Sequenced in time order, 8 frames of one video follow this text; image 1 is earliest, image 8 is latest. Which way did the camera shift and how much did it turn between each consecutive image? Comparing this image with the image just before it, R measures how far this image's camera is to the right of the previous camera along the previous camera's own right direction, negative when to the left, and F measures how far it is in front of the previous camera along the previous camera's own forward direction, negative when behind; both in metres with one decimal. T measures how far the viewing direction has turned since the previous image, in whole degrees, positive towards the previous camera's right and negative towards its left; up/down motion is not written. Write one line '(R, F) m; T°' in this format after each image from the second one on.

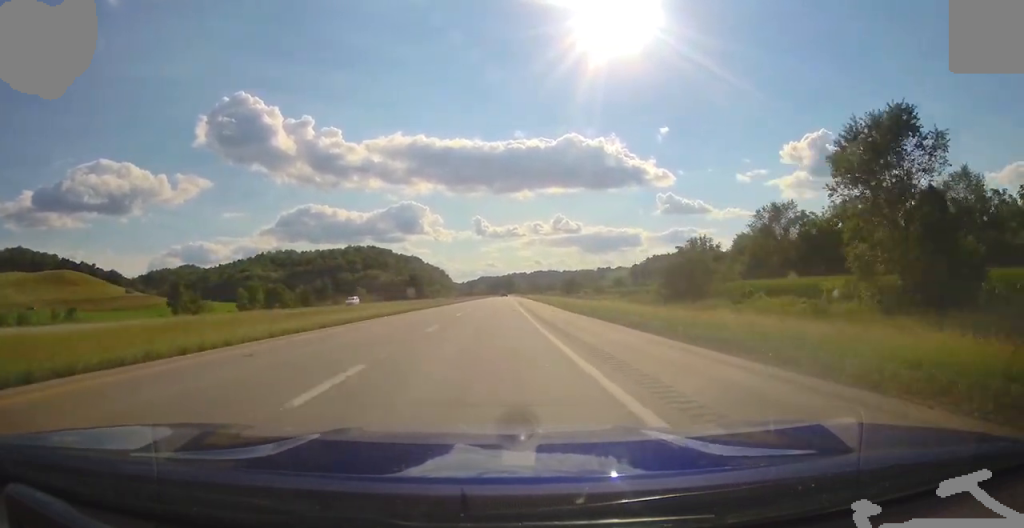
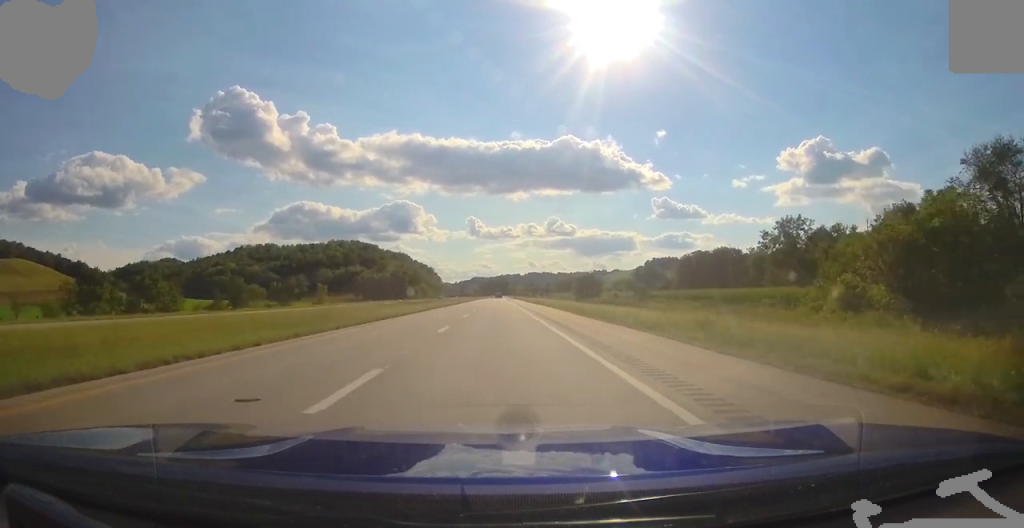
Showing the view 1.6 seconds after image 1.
(+0.8, +49.1) m; +2°
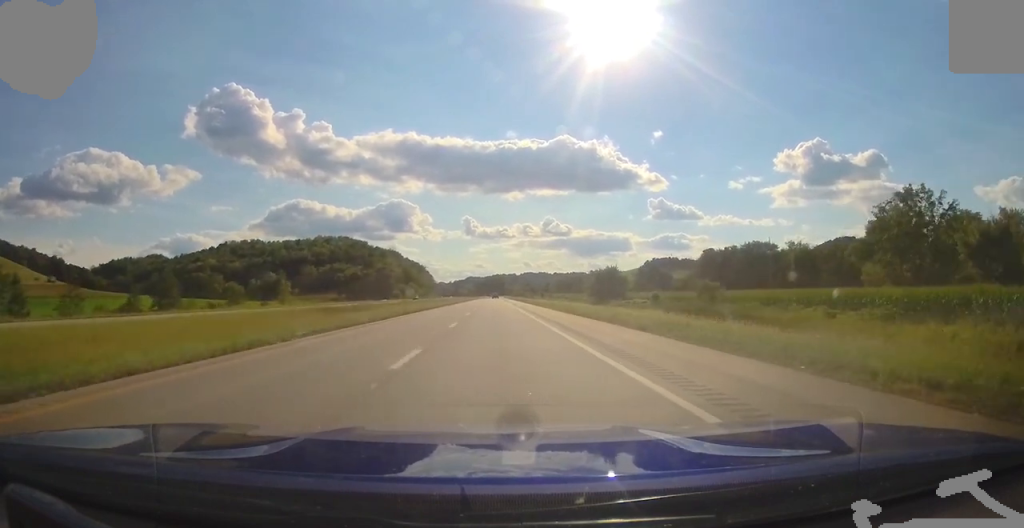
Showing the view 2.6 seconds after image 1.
(+0.5, +33.4) m; +1°
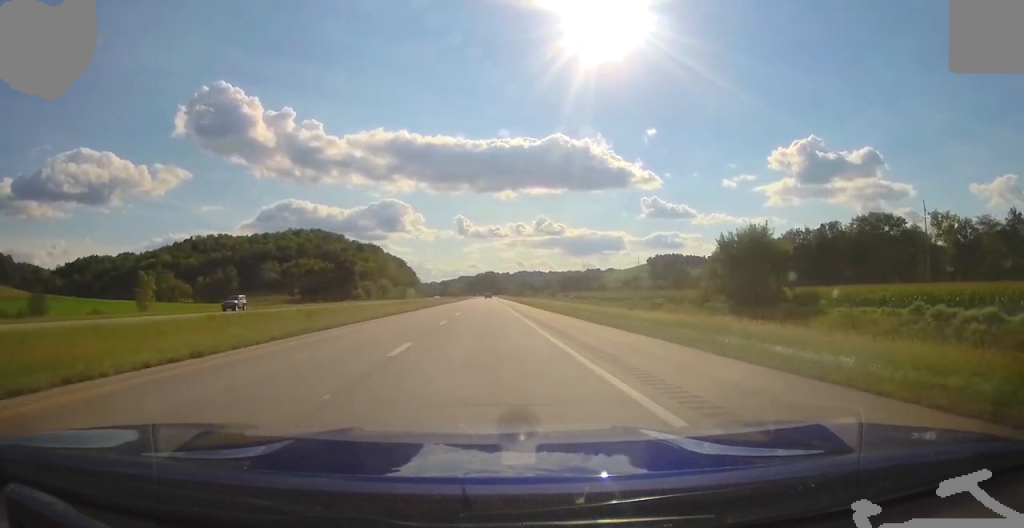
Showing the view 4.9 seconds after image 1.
(-0.2, +70.9) m; -2°
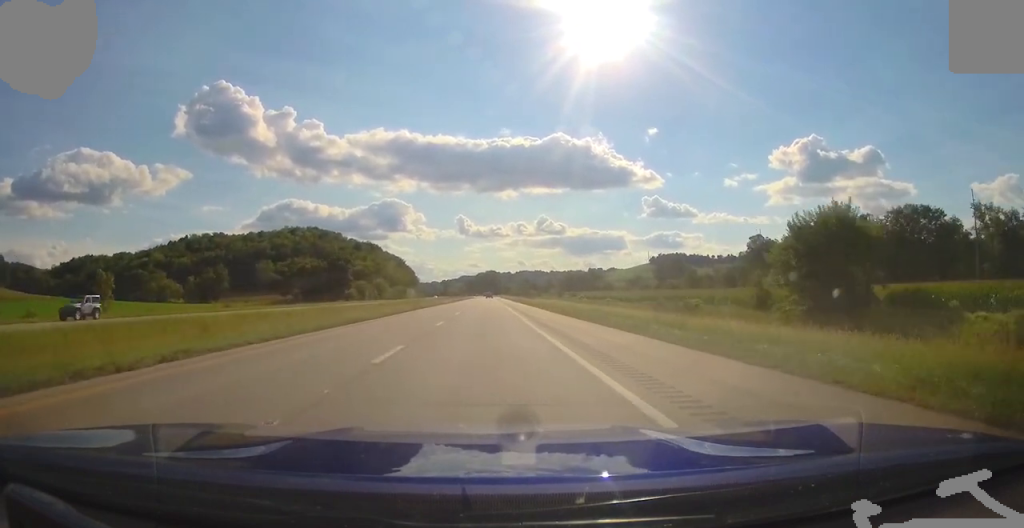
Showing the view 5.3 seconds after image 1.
(-0.1, +13.6) m; -1°
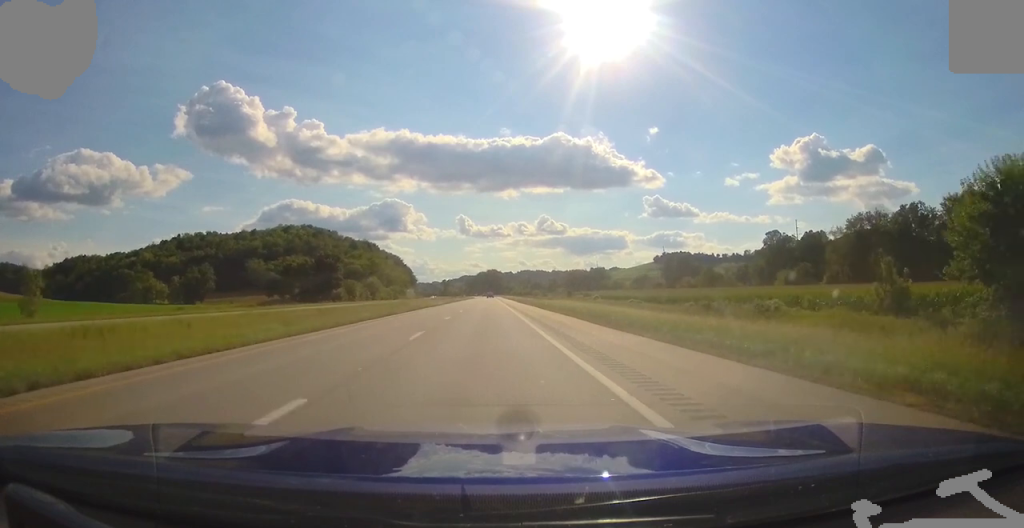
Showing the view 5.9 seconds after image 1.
(-0.2, +18.9) m; 0°
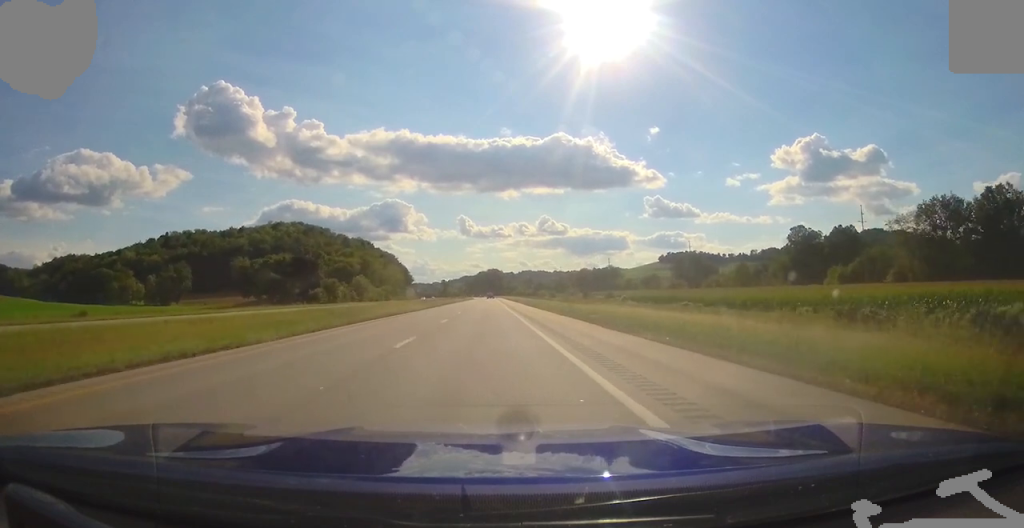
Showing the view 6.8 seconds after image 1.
(-0.1, +26.3) m; +1°
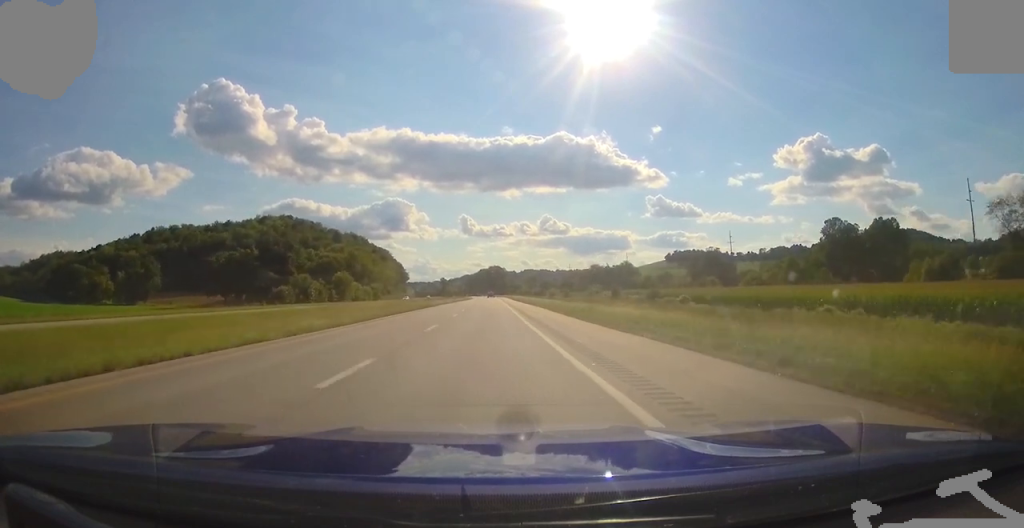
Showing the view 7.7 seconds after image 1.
(+0.5, +30.4) m; +1°
